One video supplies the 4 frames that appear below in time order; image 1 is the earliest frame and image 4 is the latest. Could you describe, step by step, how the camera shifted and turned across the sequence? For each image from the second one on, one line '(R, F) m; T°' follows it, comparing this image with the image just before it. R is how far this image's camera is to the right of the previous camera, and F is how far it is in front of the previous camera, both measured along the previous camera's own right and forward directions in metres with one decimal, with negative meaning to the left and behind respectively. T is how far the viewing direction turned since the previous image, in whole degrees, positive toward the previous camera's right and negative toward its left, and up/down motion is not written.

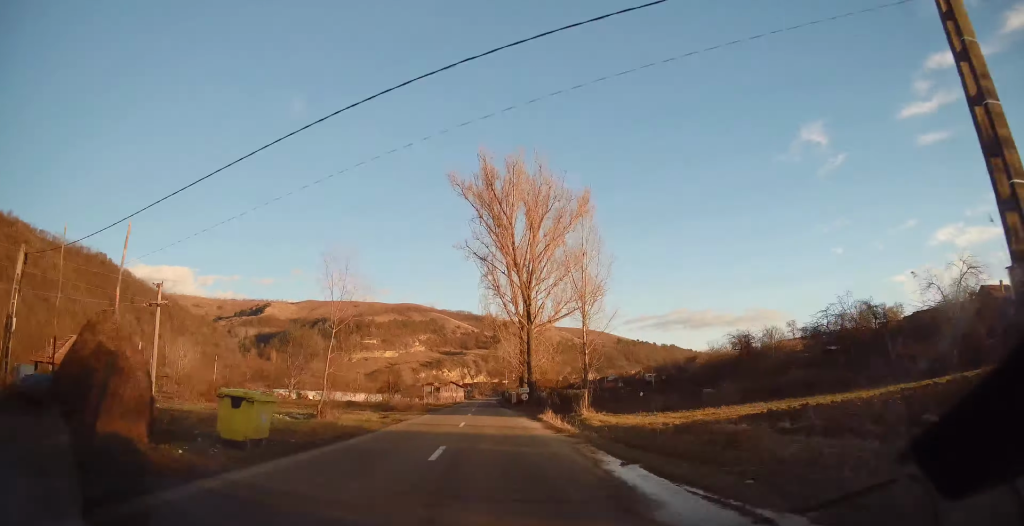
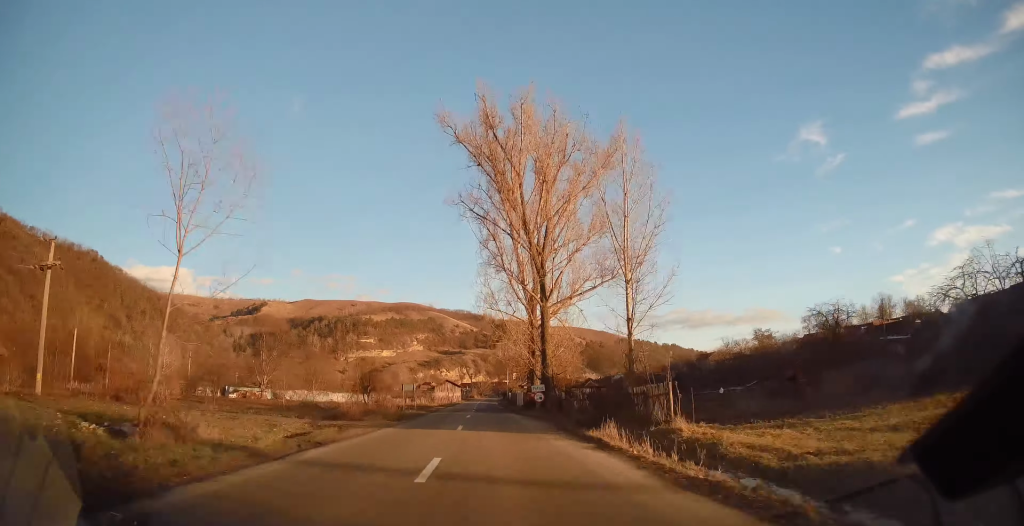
(+0.1, +14.4) m; -1°
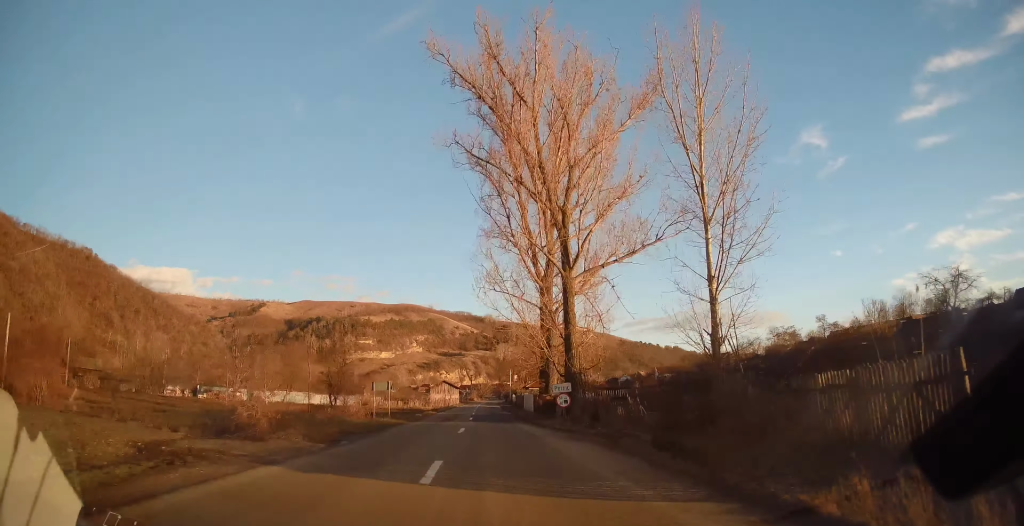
(-0.2, +11.7) m; 0°
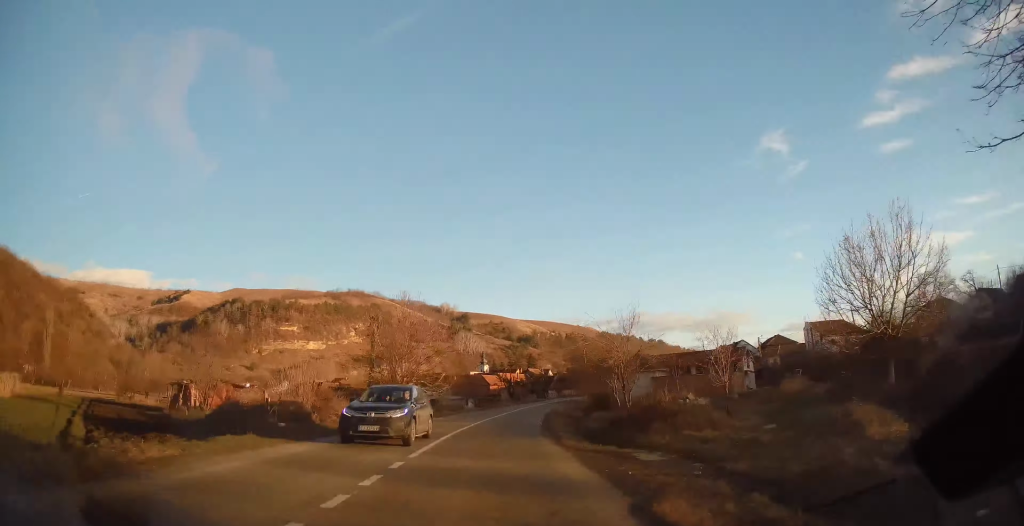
(+5.4, +154.0) m; +8°
